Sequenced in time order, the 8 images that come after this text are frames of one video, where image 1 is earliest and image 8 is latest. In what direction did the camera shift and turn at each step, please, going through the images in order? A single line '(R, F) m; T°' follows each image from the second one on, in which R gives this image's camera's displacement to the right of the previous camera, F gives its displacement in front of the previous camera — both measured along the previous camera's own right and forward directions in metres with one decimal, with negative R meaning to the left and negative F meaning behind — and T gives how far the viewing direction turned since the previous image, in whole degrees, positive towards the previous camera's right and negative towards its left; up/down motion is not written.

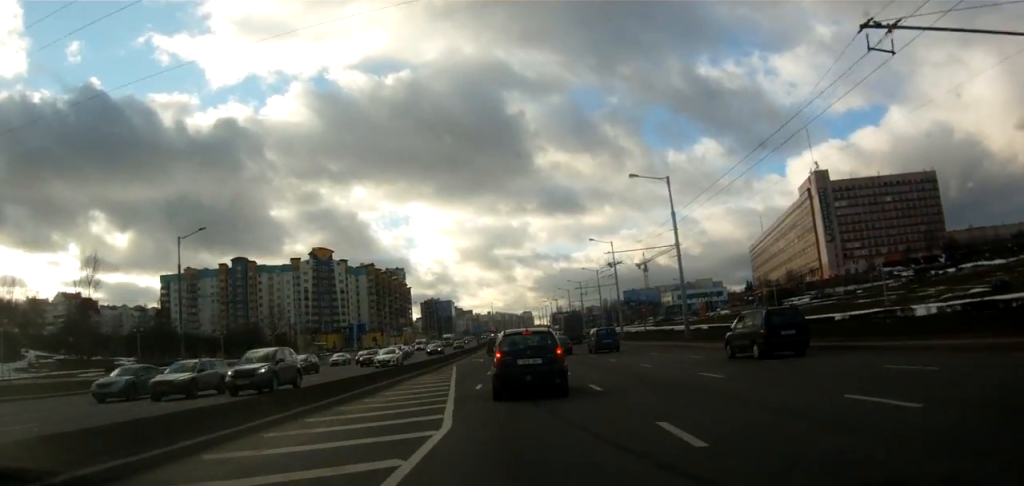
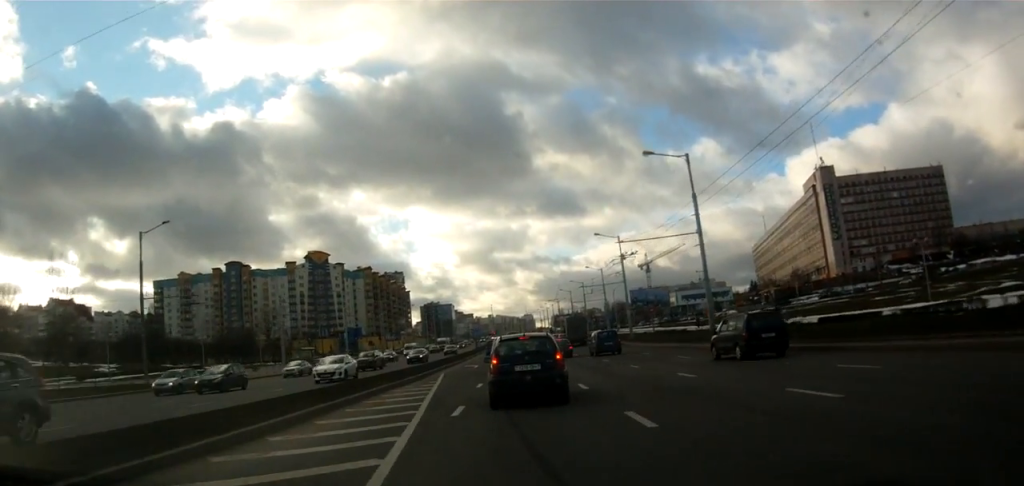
(+0.4, +5.7) m; -2°
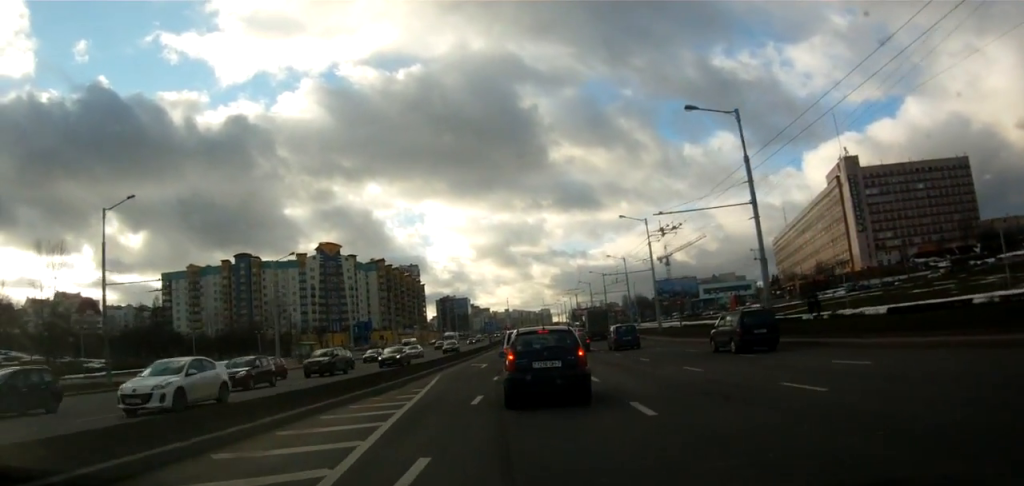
(-0.5, +7.1) m; -3°
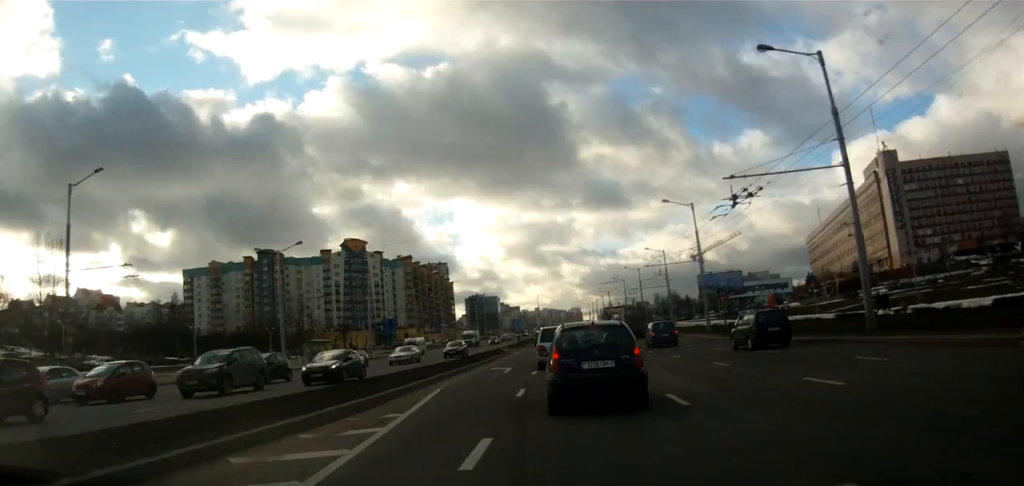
(-0.3, +7.4) m; -2°
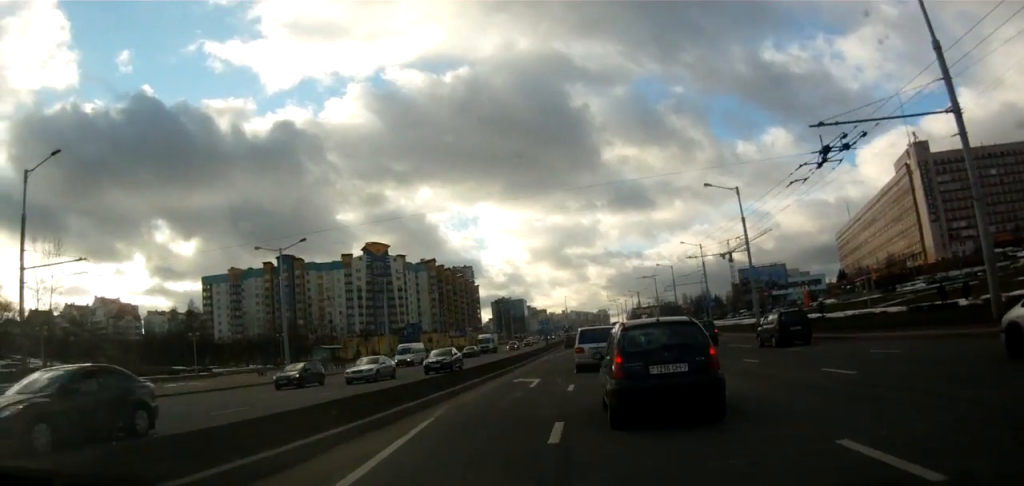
(+0.3, +6.3) m; 0°
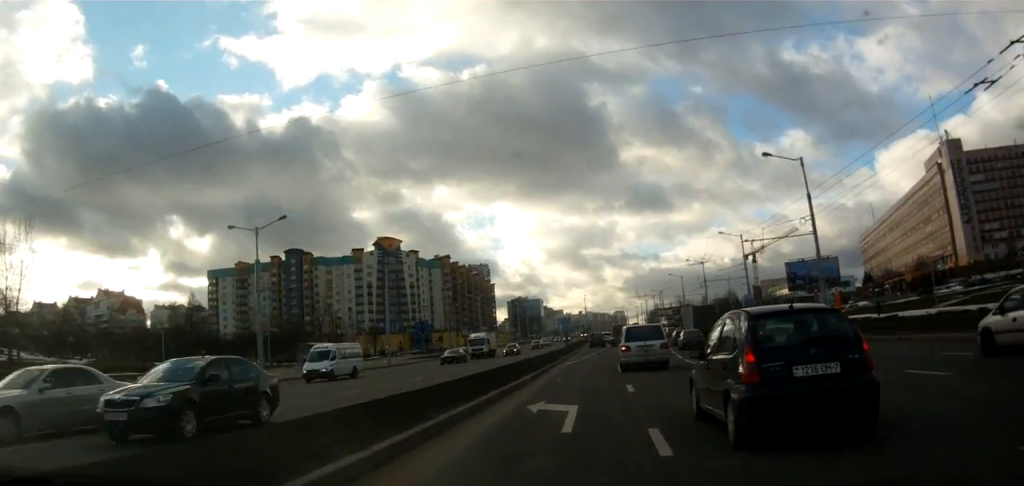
(-0.3, +9.6) m; 0°
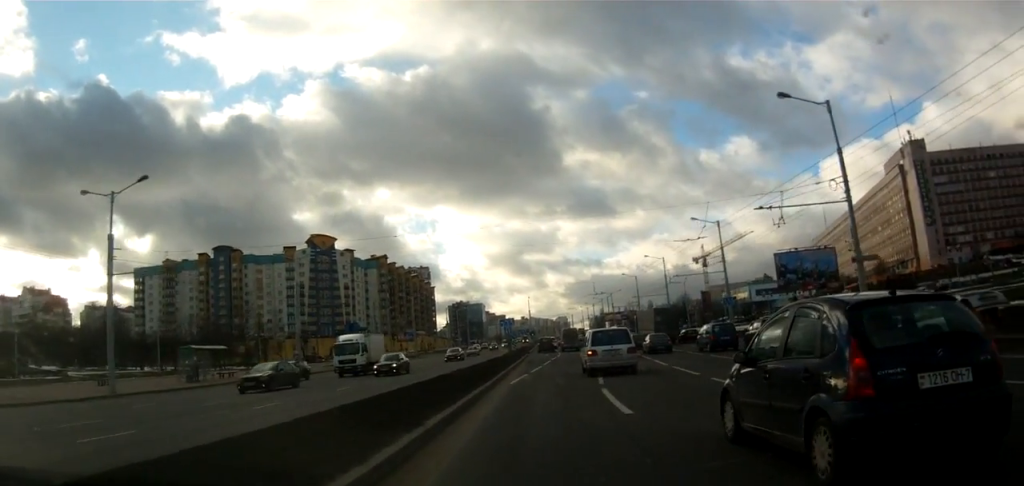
(+0.4, +12.6) m; +3°
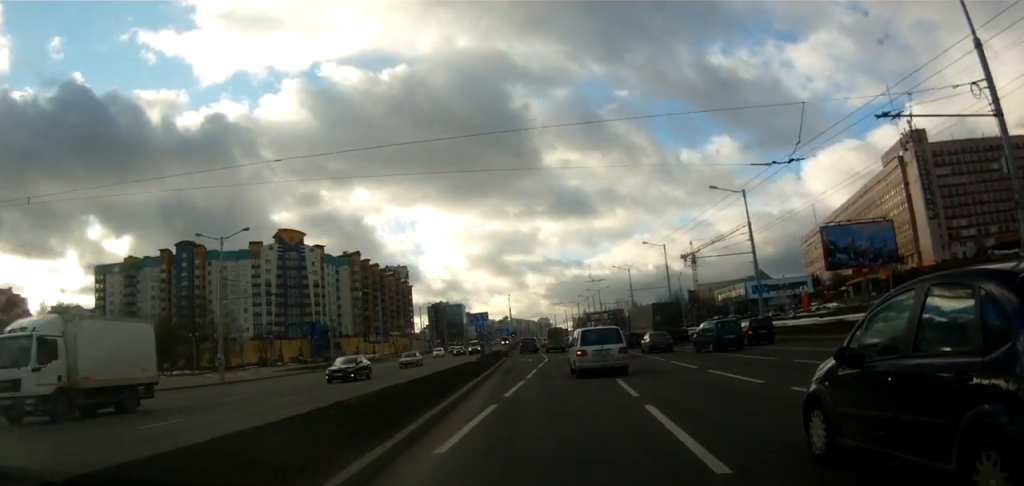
(+0.2, +13.1) m; +1°
